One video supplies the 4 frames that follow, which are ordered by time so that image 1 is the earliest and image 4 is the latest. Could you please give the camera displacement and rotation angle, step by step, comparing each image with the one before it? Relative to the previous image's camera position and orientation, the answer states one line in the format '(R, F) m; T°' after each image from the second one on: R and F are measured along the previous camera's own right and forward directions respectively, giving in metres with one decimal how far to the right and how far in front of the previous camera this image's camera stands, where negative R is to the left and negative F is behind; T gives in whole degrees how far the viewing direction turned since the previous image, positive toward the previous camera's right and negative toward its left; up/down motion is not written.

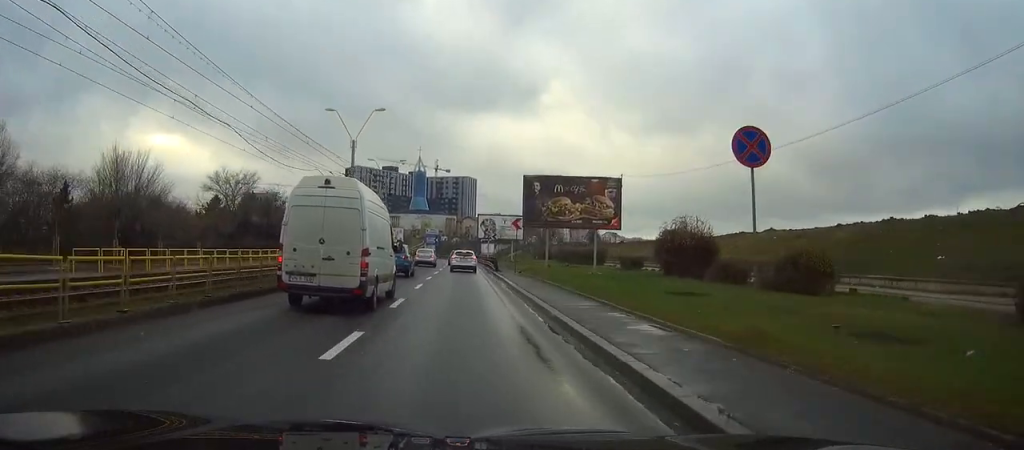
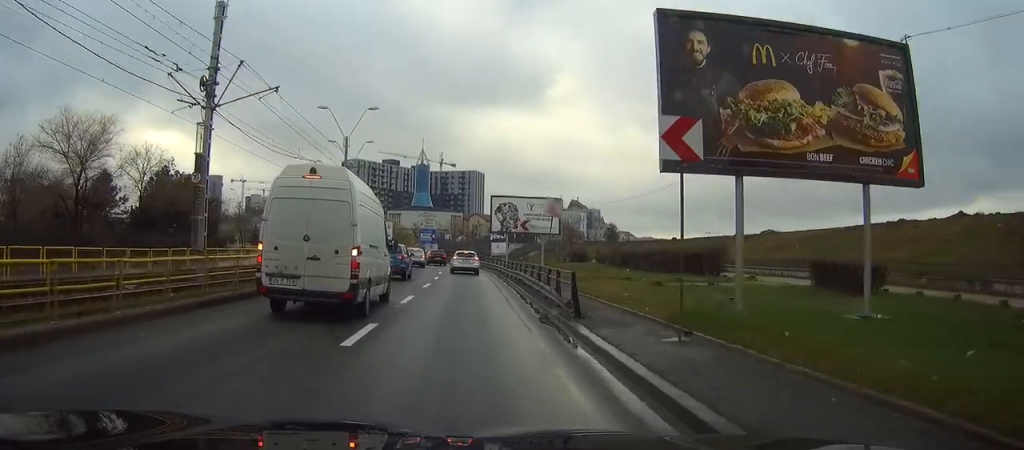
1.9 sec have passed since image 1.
(+0.1, +32.4) m; 0°
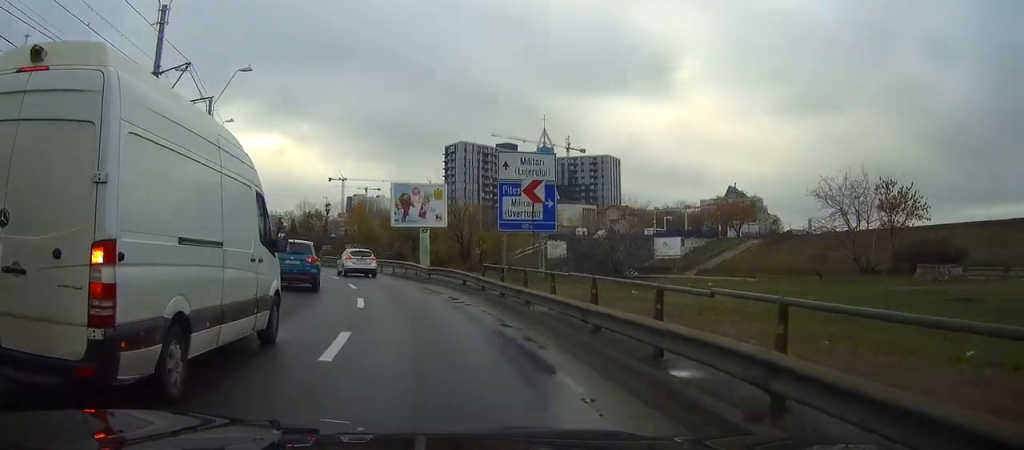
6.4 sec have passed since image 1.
(-2.6, +69.5) m; -9°
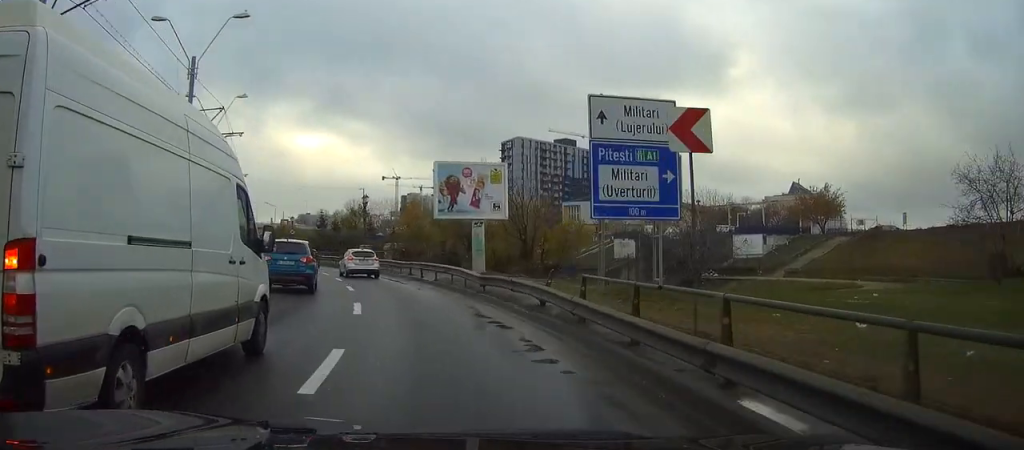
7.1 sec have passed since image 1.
(-0.4, +10.7) m; -4°
